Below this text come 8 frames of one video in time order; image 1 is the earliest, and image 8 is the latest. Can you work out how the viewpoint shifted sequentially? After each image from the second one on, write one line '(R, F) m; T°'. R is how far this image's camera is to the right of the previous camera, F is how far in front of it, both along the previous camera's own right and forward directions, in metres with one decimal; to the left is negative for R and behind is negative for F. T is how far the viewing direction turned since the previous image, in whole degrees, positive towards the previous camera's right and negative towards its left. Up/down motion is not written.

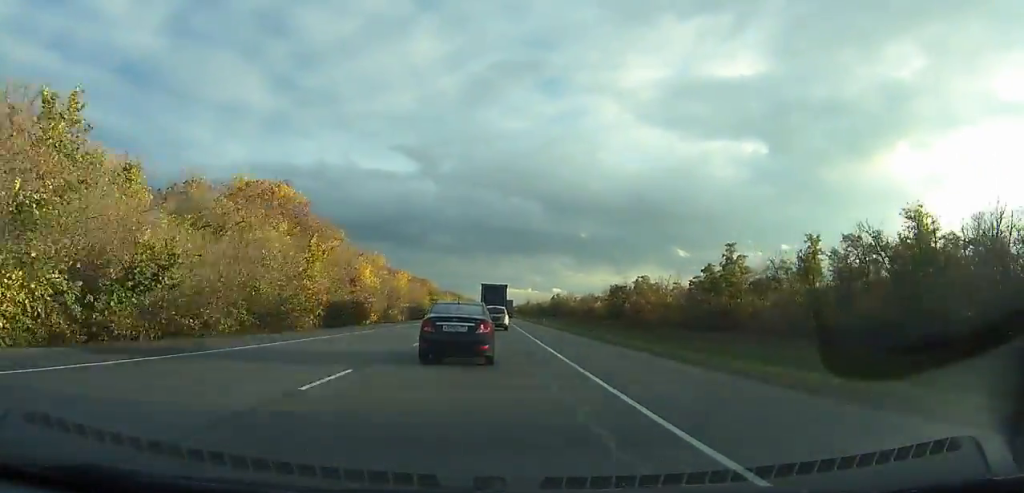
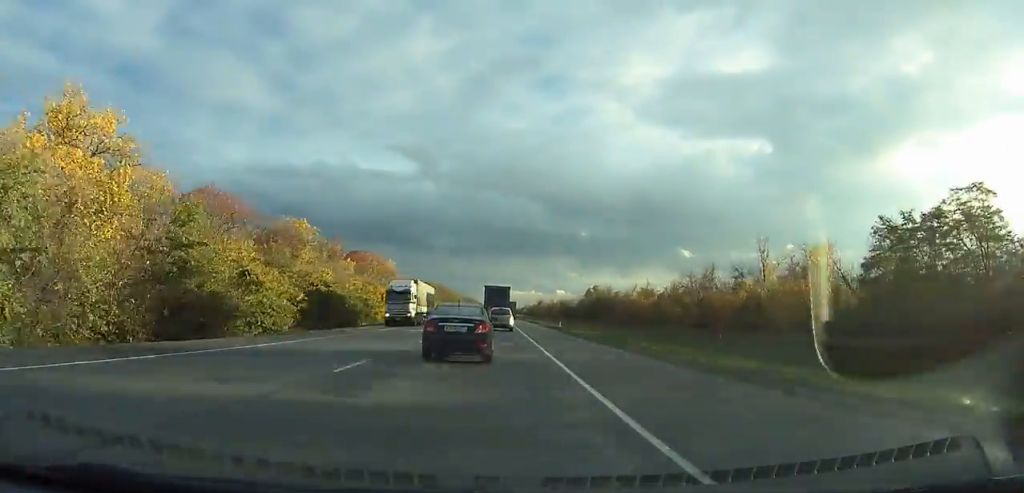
(-0.2, +117.8) m; 0°
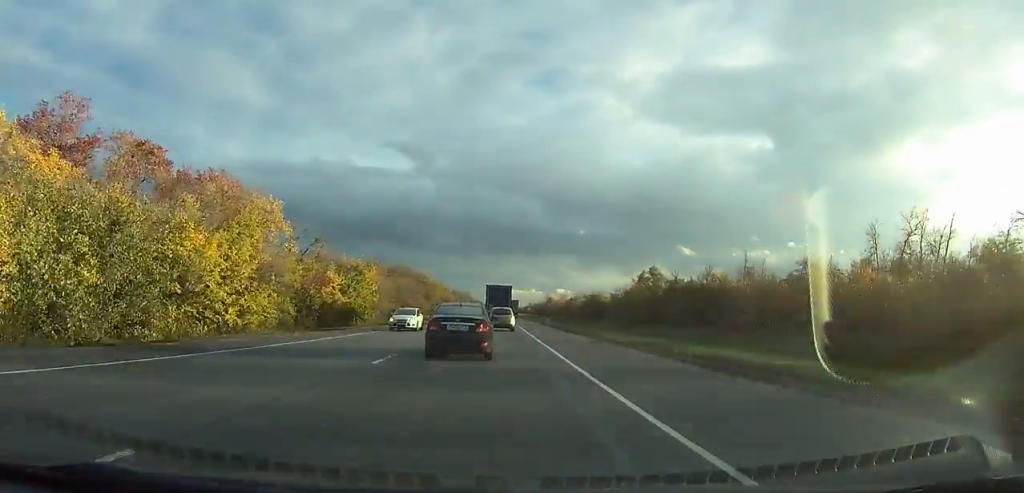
(-0.1, +80.2) m; 0°
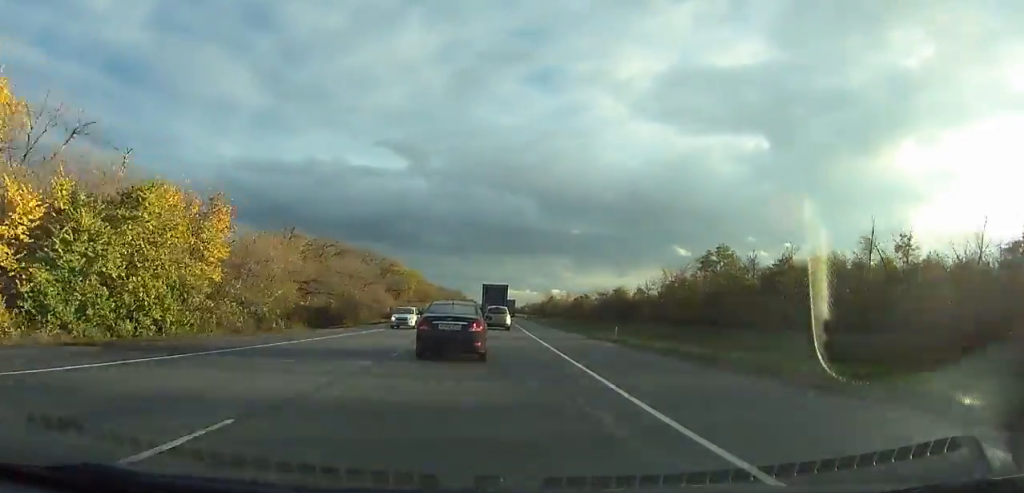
(-0.1, +45.9) m; 0°
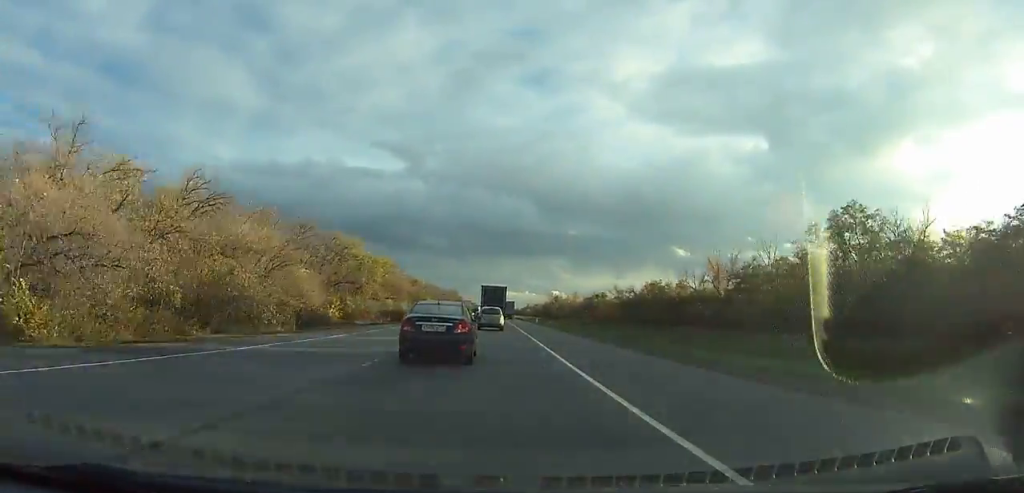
(-0.1, +37.2) m; 0°
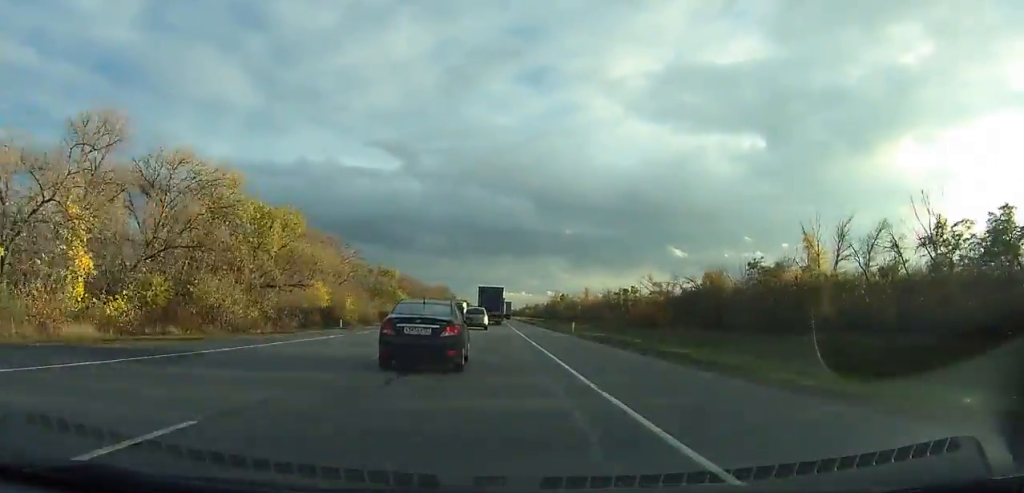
(0.0, +42.7) m; 0°
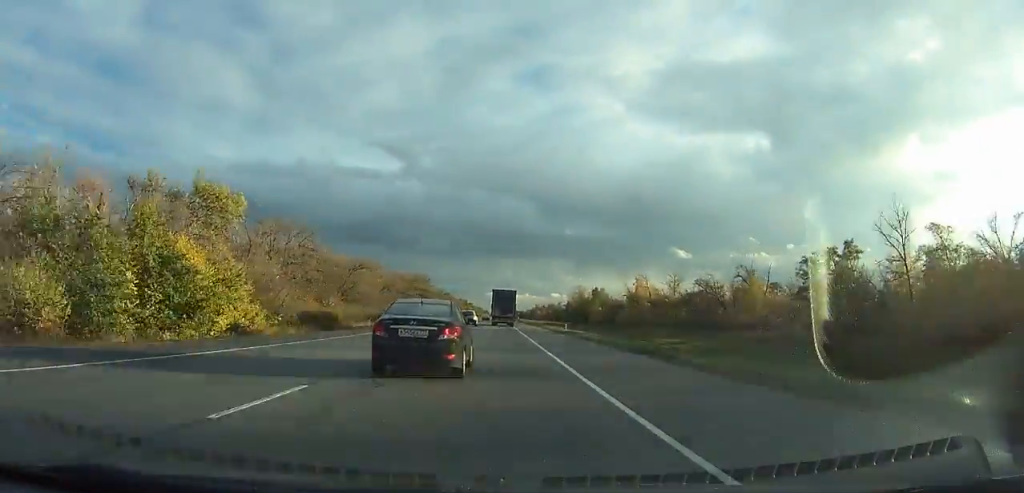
(+0.4, +84.9) m; 0°
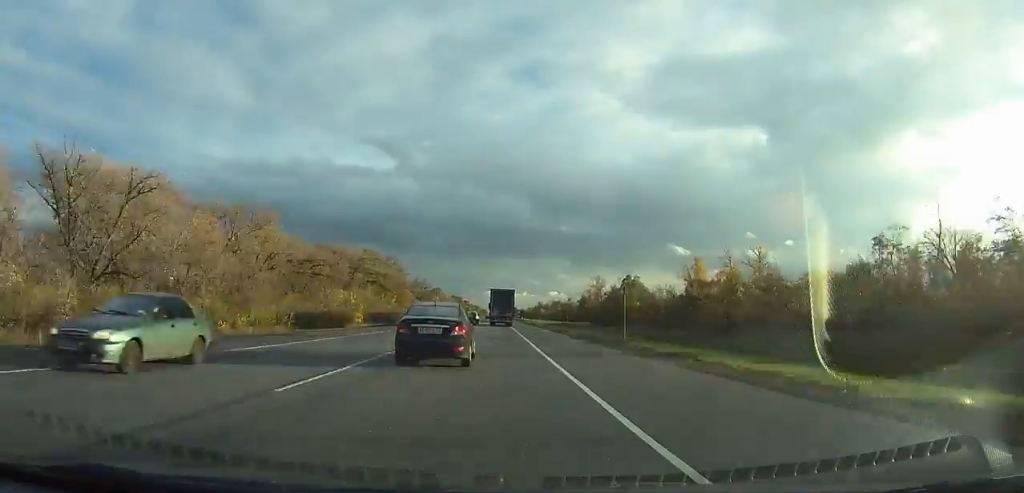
(+0.1, +53.8) m; 0°
